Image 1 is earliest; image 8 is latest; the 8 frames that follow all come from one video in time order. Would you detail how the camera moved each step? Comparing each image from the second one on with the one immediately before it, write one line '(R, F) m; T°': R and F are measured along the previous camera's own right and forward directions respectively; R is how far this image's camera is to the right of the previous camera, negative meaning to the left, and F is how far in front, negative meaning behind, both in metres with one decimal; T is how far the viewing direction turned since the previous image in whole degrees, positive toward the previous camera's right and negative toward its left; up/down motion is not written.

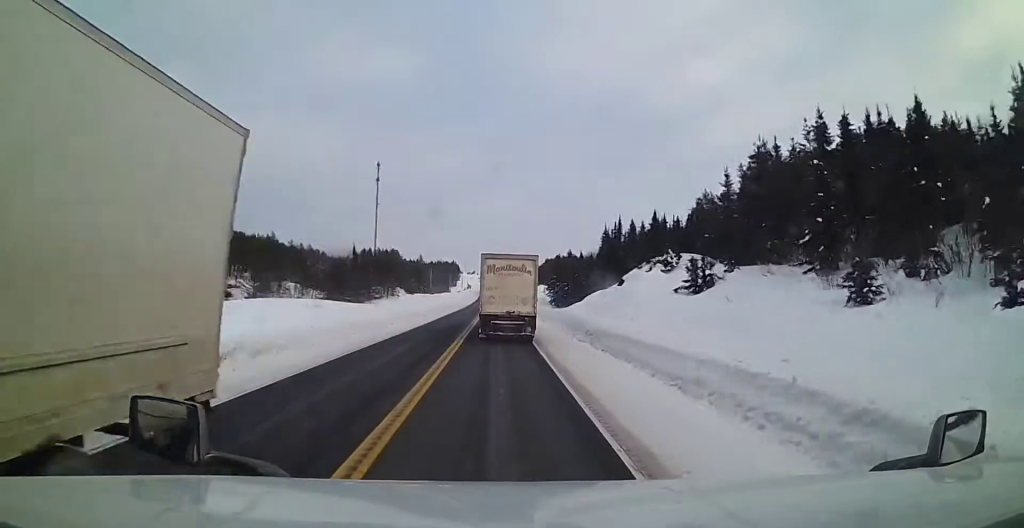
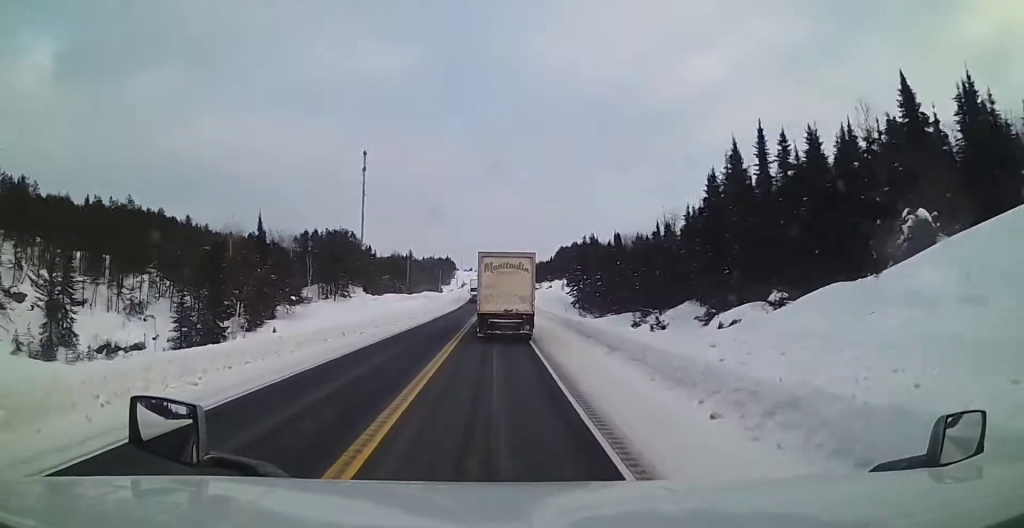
(+0.3, +47.3) m; 0°
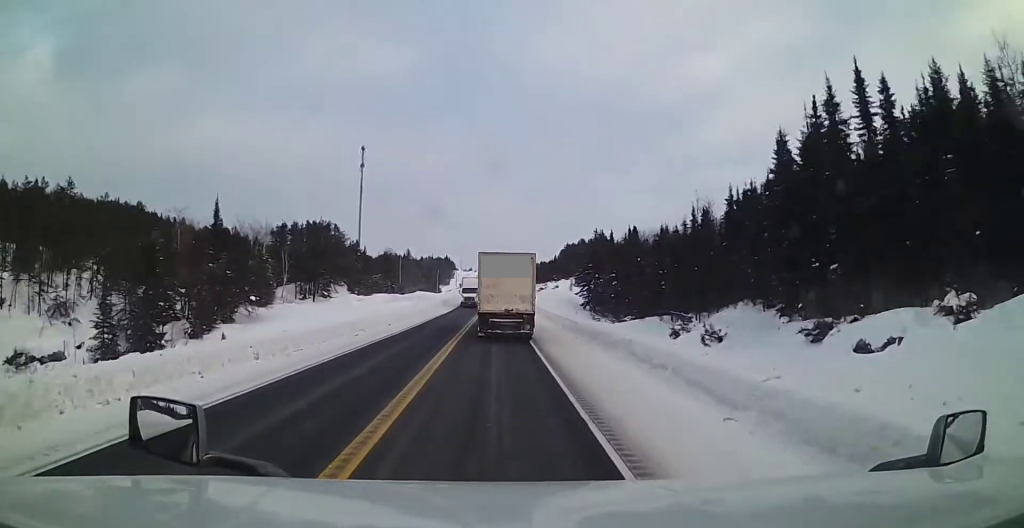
(-0.1, +11.8) m; 0°
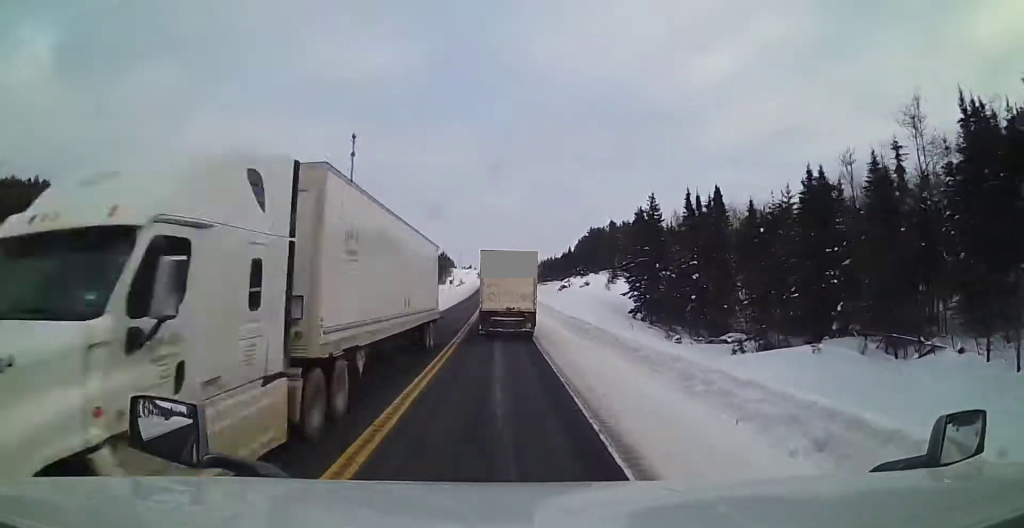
(-0.3, +33.9) m; -1°
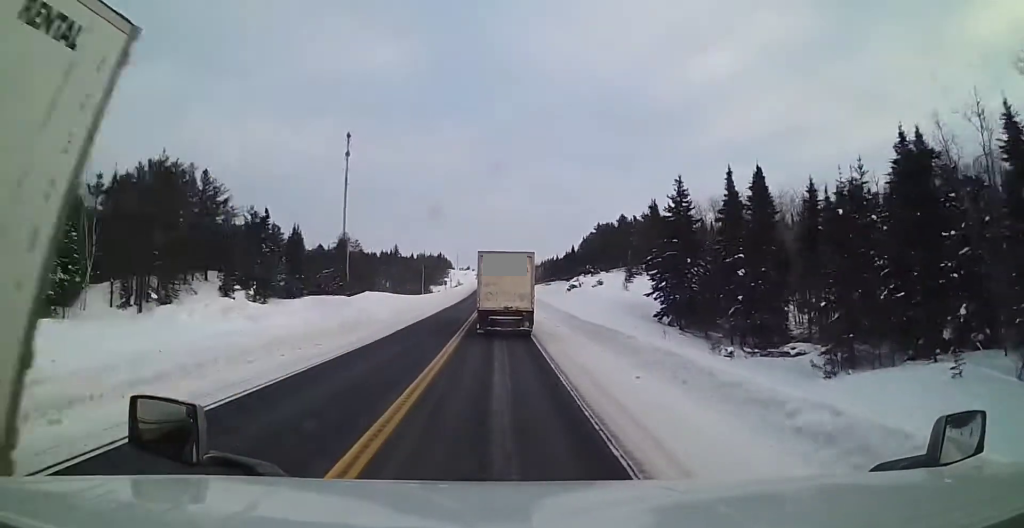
(-0.3, +10.0) m; 0°
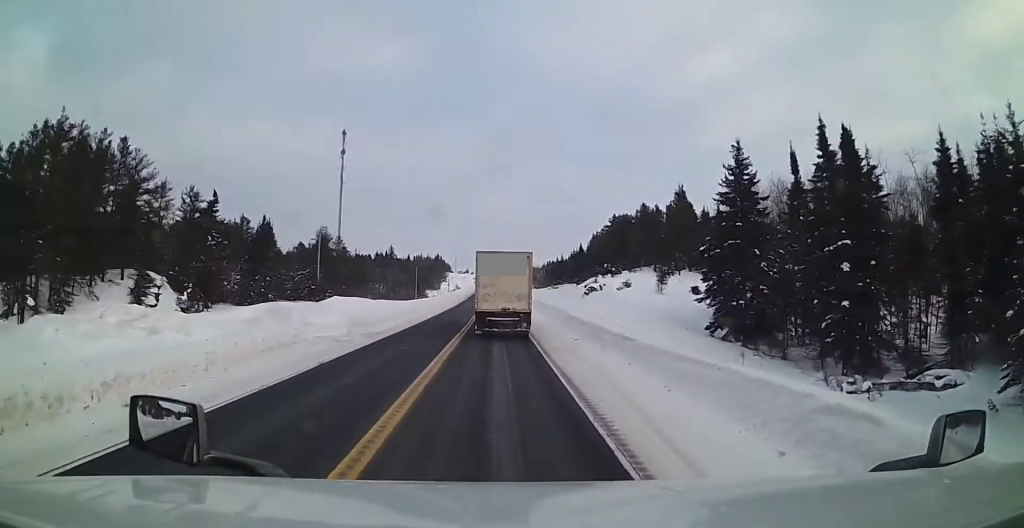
(+0.1, +13.2) m; 0°
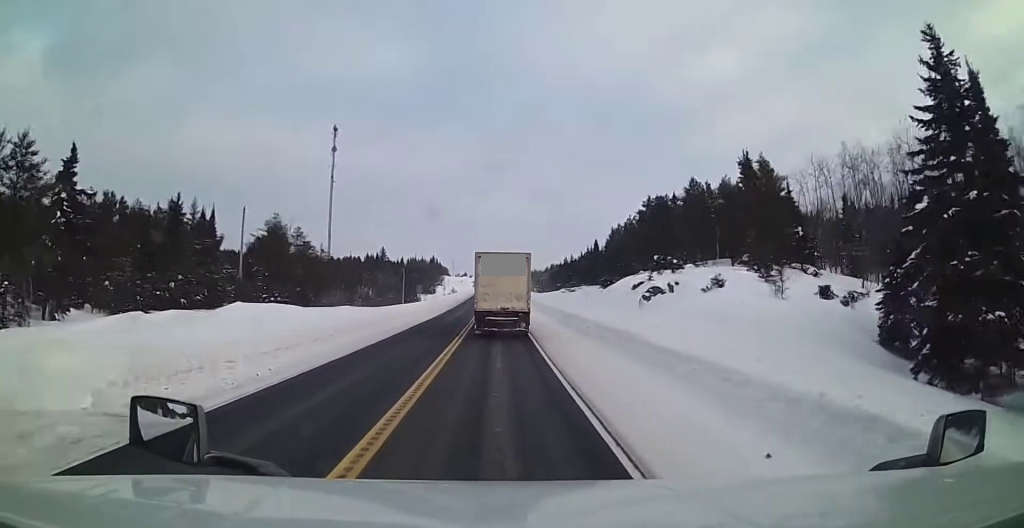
(+0.5, +21.2) m; 0°
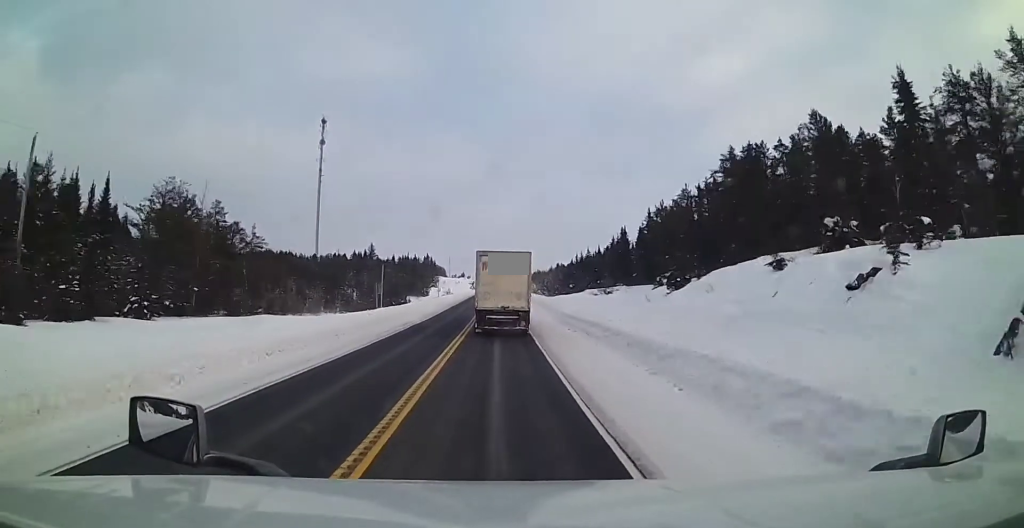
(-0.4, +25.4) m; -1°
